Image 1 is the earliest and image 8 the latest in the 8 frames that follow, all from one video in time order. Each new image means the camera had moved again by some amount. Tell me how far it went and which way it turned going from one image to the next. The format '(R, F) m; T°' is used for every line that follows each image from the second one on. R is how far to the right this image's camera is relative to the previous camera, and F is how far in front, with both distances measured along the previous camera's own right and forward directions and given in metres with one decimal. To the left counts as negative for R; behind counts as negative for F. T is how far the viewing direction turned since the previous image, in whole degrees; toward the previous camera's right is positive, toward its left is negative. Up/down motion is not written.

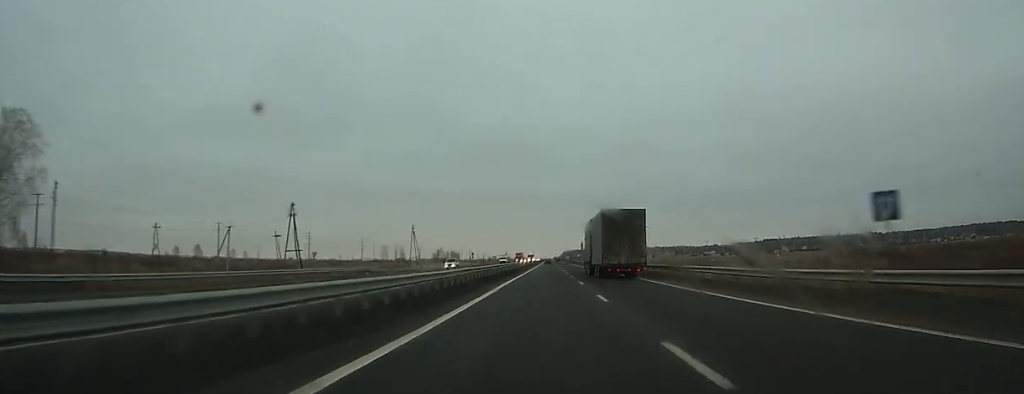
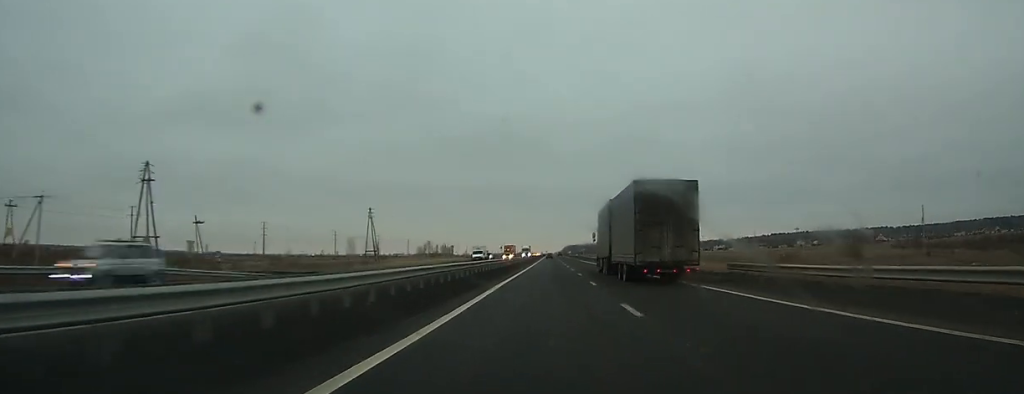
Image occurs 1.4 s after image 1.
(-0.2, +39.8) m; 0°
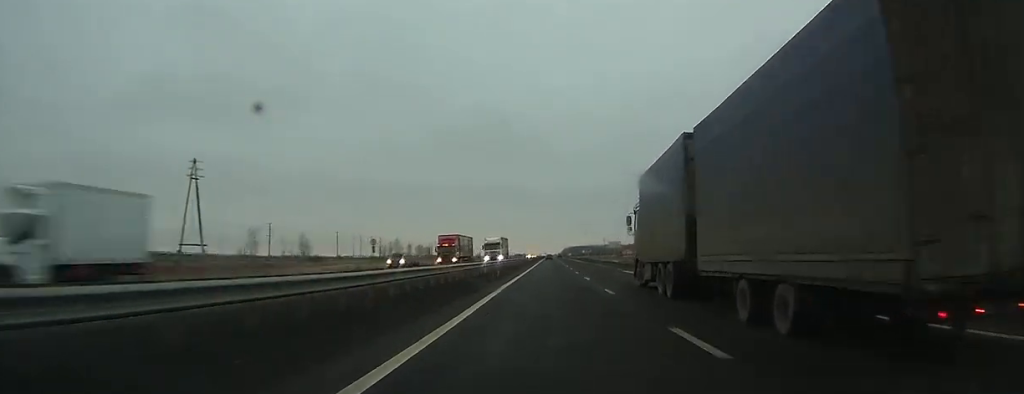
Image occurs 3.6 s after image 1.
(+0.1, +62.5) m; 0°
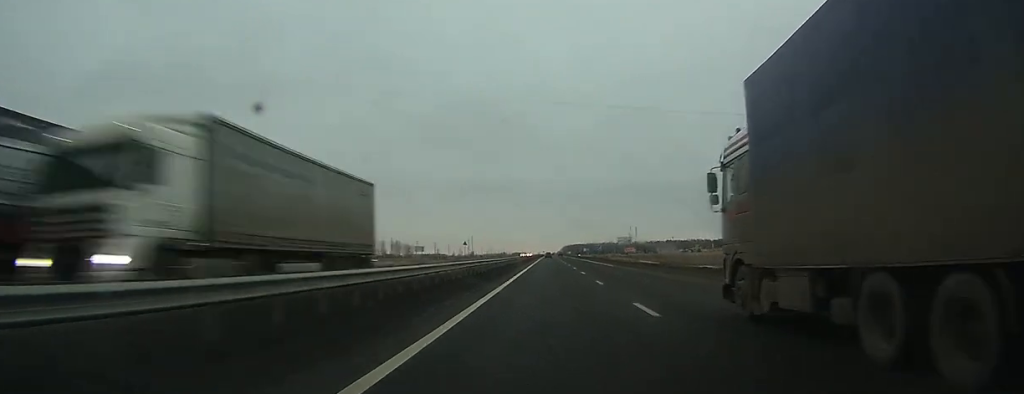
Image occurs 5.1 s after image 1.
(0.0, +45.2) m; 0°
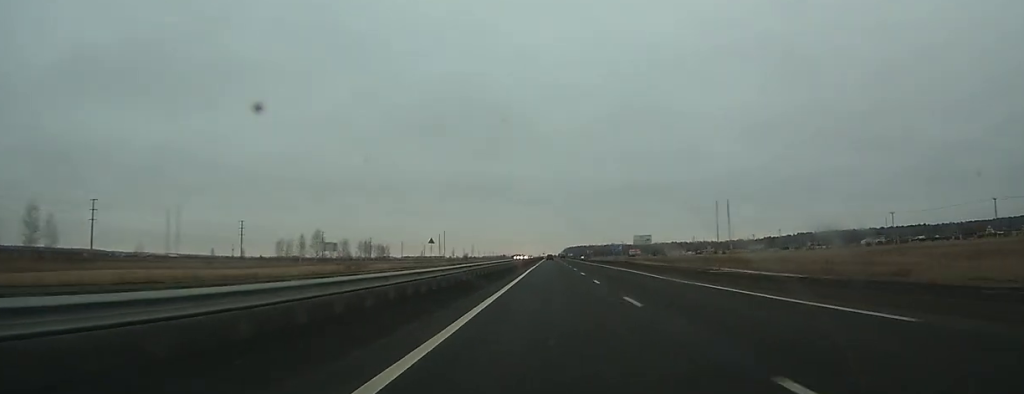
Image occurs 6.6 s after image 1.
(+0.2, +47.8) m; 0°
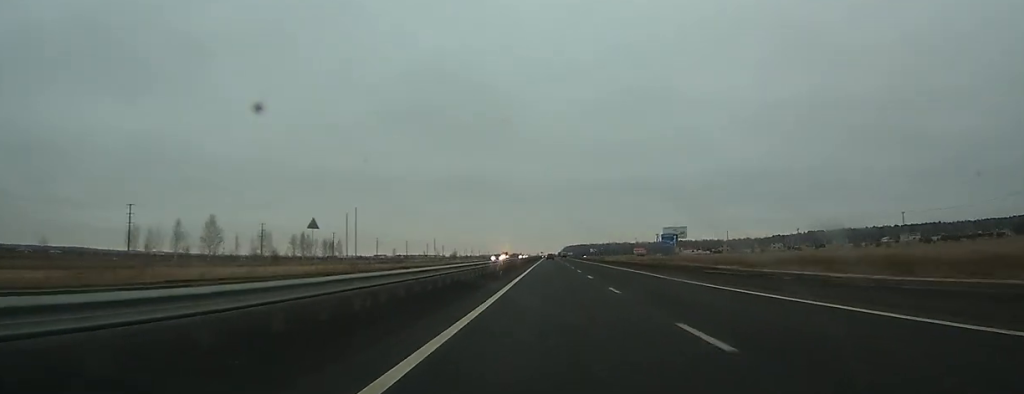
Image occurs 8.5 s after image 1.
(+0.1, +57.8) m; 0°
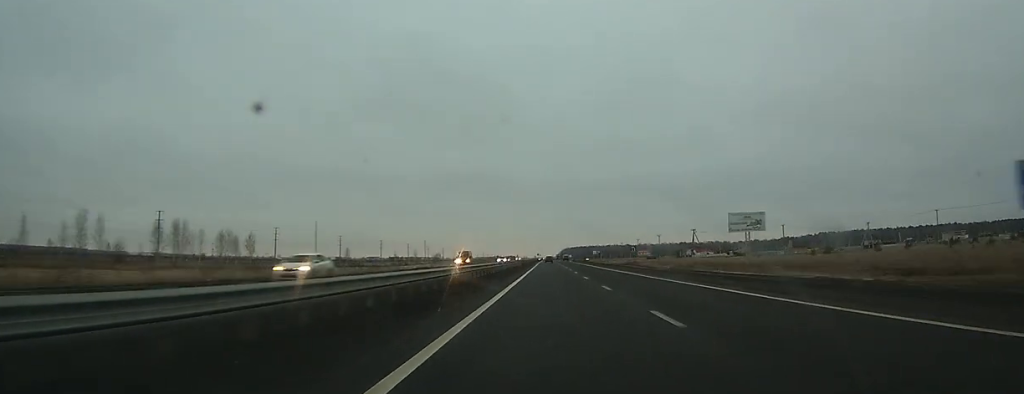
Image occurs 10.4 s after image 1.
(-0.1, +58.7) m; 0°
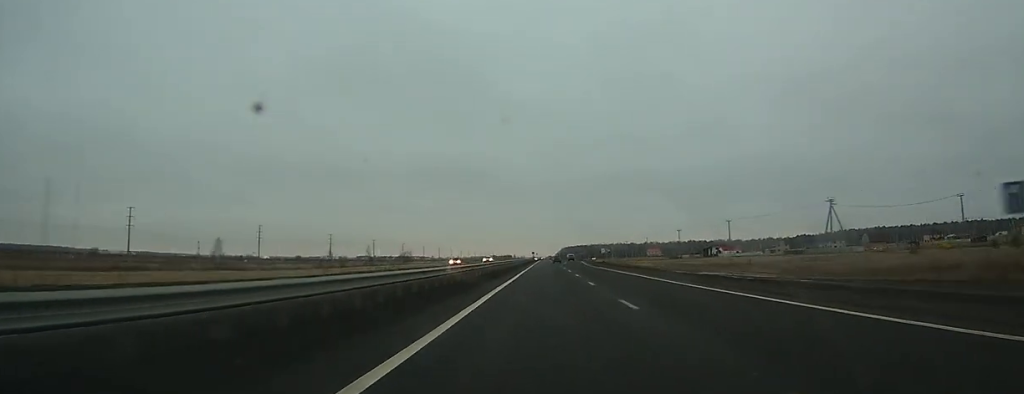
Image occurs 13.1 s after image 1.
(+0.1, +81.0) m; 0°
